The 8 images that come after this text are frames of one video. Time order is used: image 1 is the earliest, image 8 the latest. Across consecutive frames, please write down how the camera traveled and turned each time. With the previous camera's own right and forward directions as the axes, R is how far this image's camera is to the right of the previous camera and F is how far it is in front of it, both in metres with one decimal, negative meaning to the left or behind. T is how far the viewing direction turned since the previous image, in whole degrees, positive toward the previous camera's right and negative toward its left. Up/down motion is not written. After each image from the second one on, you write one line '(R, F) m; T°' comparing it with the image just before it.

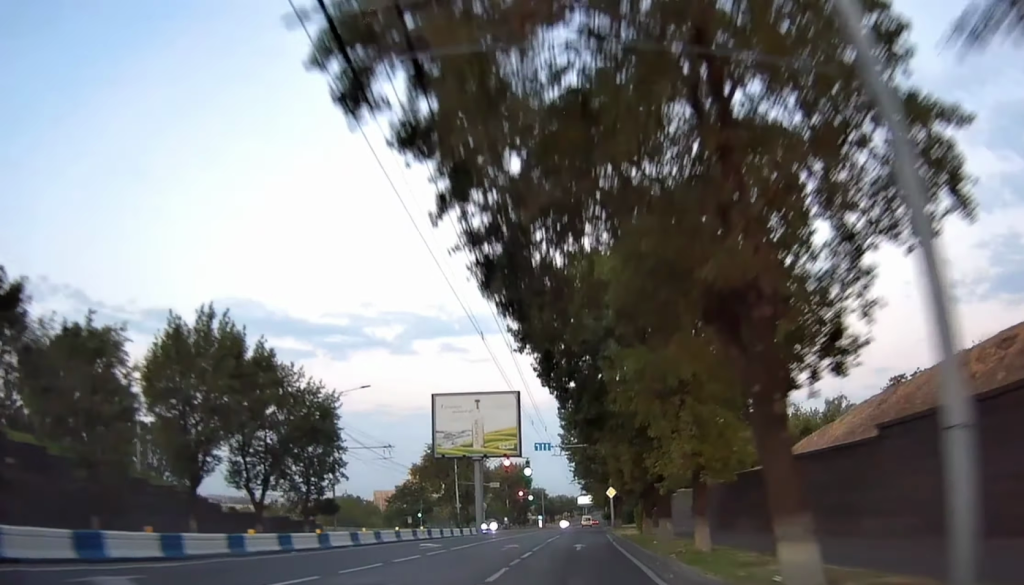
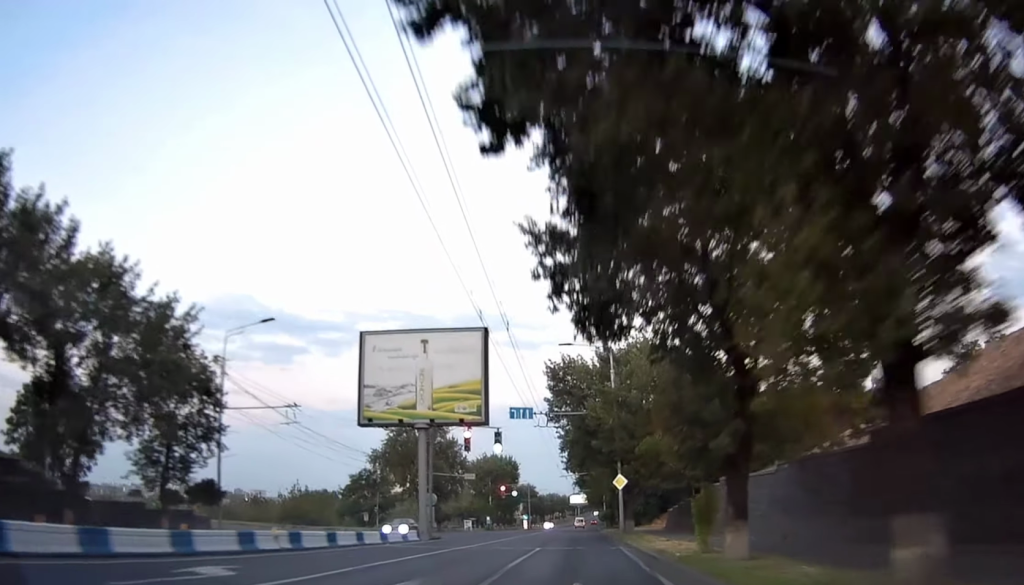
(+0.1, +18.1) m; 0°
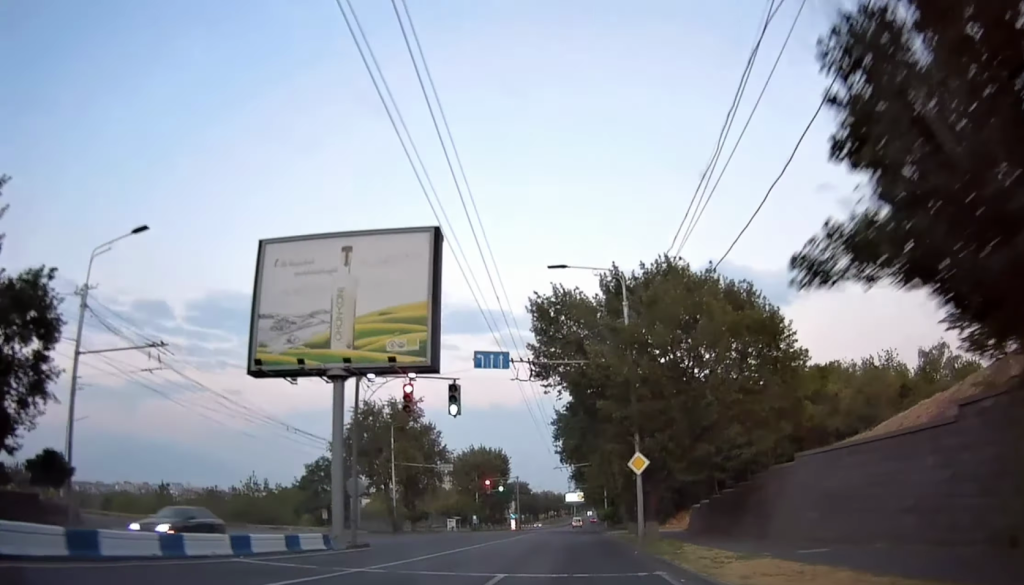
(-0.1, +12.6) m; 0°
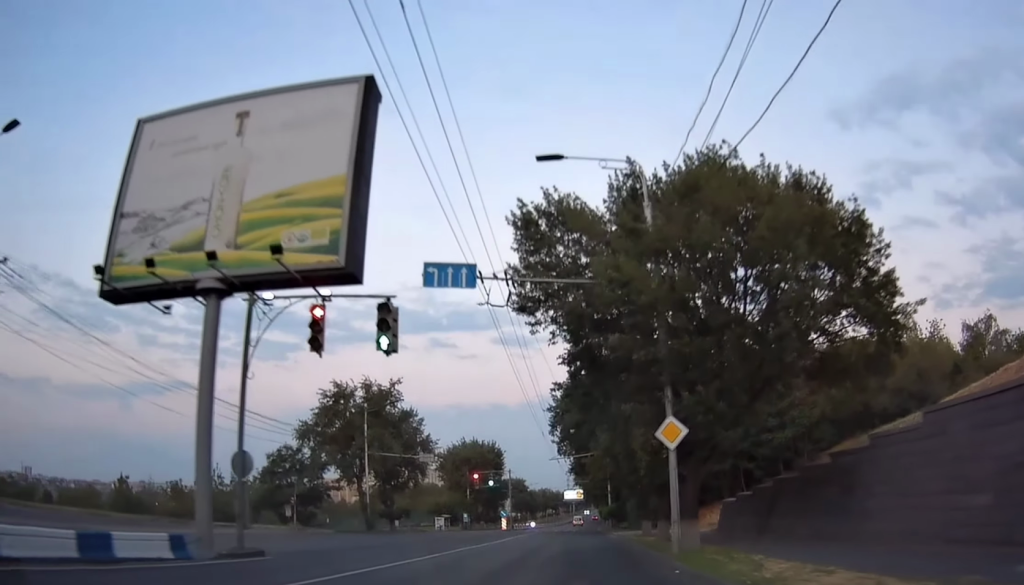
(+0.1, +9.0) m; 0°
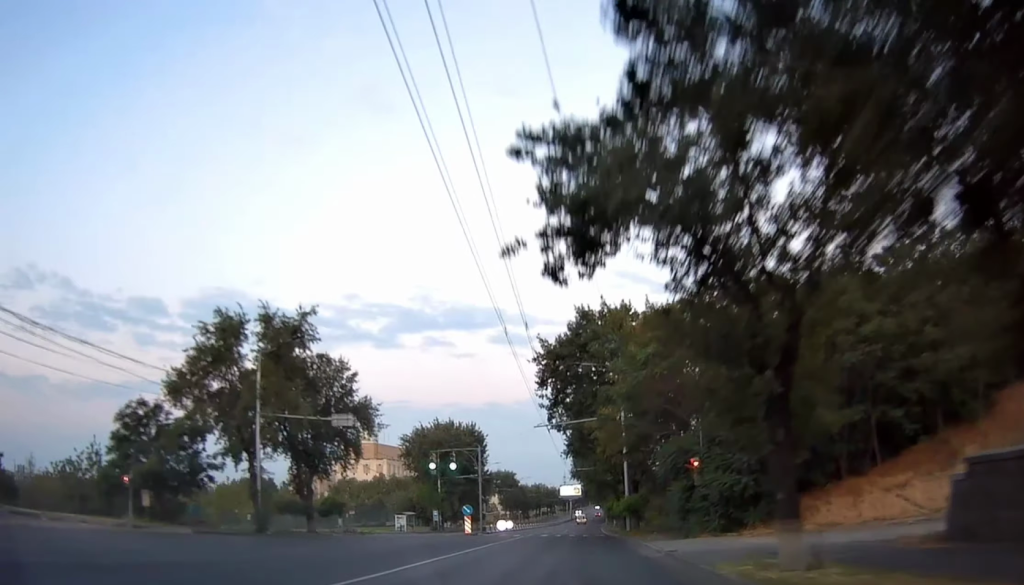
(+0.1, +22.1) m; 0°
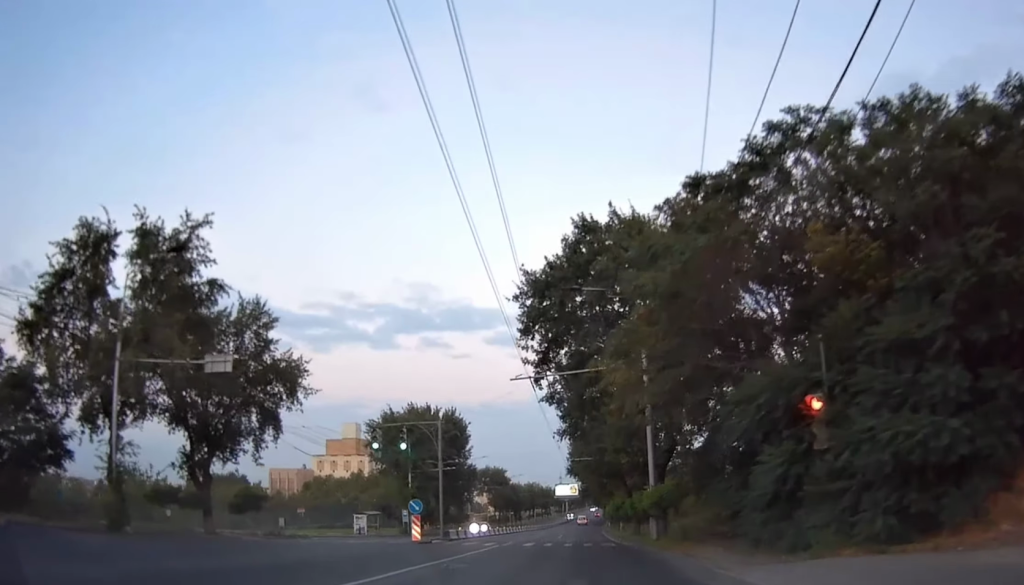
(0.0, +14.6) m; -1°
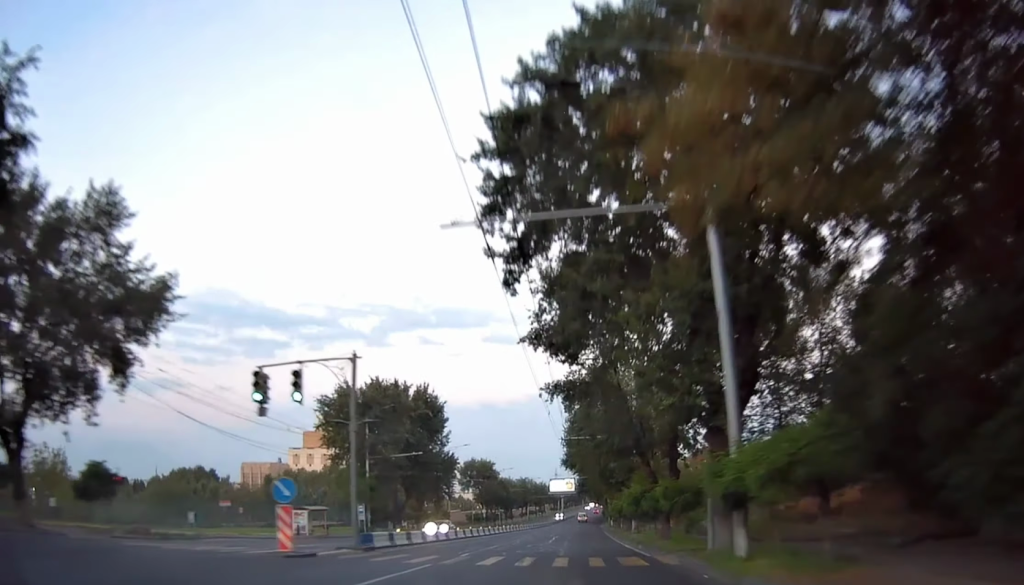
(-0.1, +15.4) m; 0°
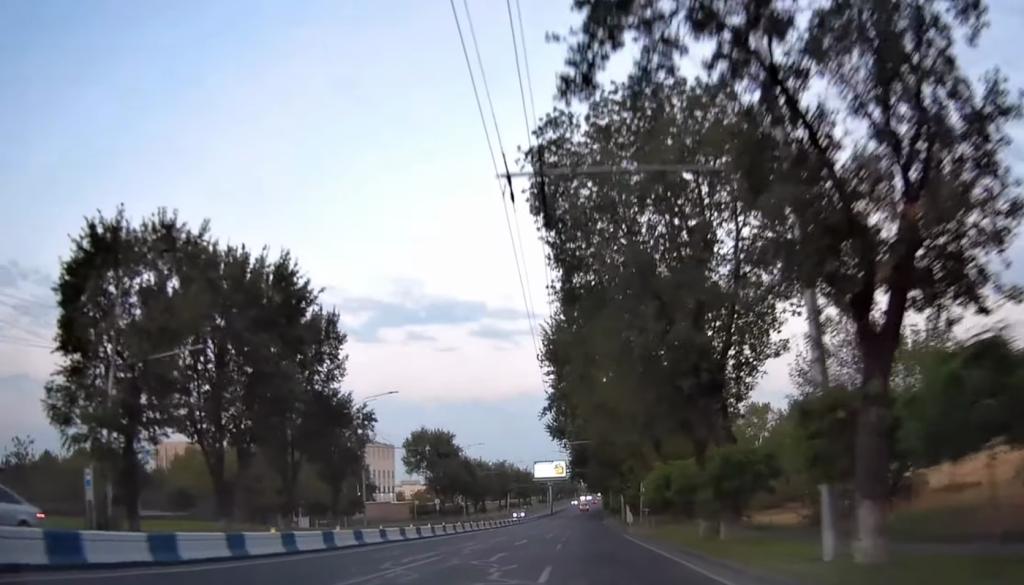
(+0.2, +36.7) m; 0°
